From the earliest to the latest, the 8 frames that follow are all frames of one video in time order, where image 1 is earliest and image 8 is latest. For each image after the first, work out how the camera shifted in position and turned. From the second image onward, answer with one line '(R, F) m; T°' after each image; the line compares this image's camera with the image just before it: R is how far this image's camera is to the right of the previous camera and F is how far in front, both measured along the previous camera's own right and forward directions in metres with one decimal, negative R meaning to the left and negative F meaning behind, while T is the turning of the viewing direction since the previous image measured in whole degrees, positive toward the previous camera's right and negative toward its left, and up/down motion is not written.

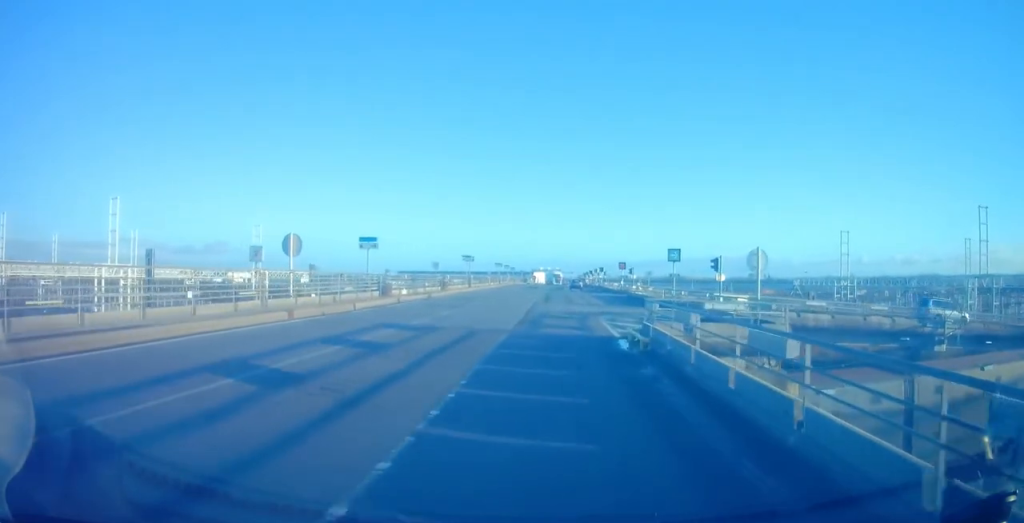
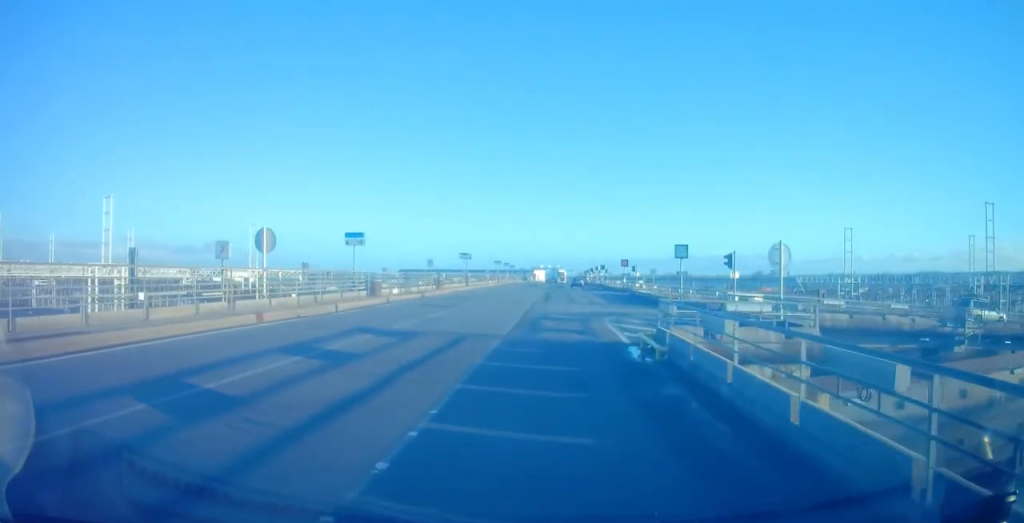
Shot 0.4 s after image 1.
(0.0, +2.0) m; 0°
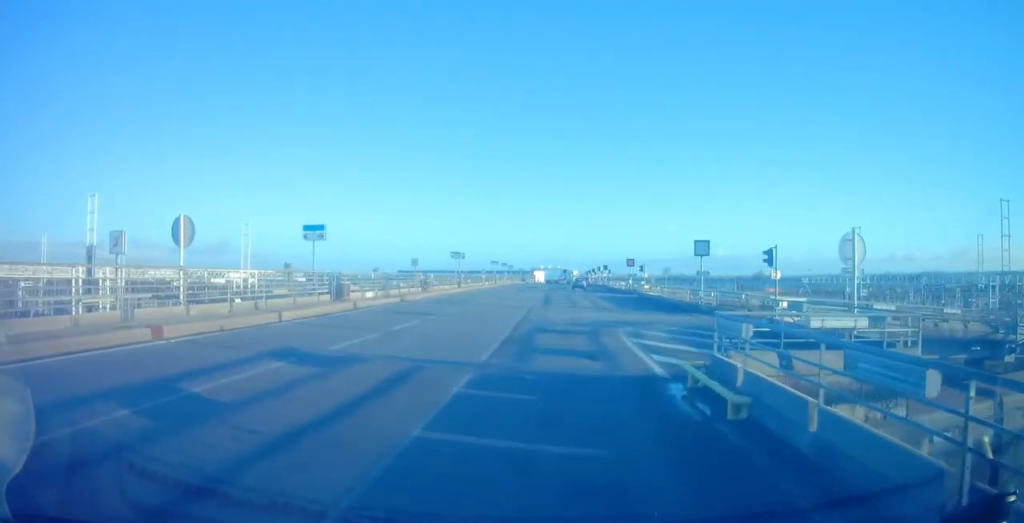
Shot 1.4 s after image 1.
(0.0, +4.7) m; 0°
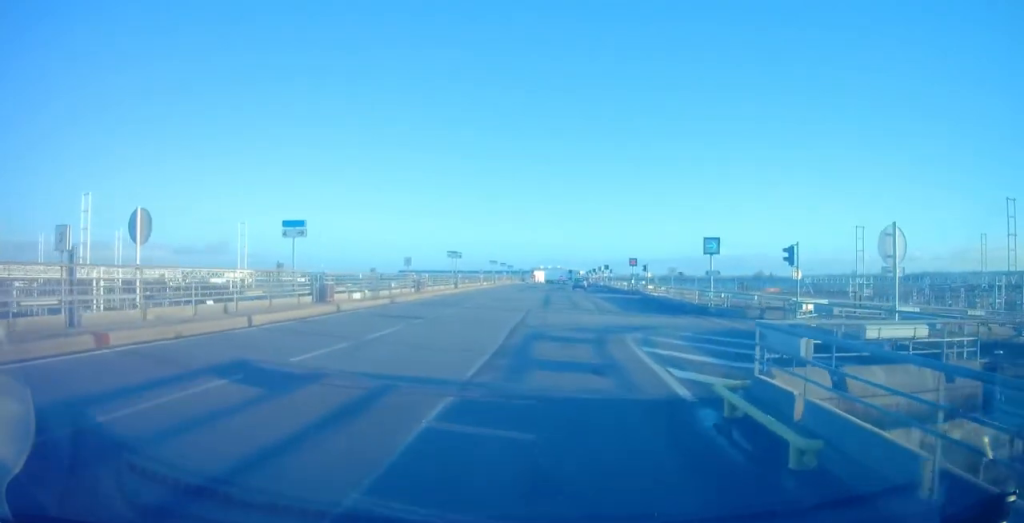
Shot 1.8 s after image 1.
(0.0, +1.9) m; 0°
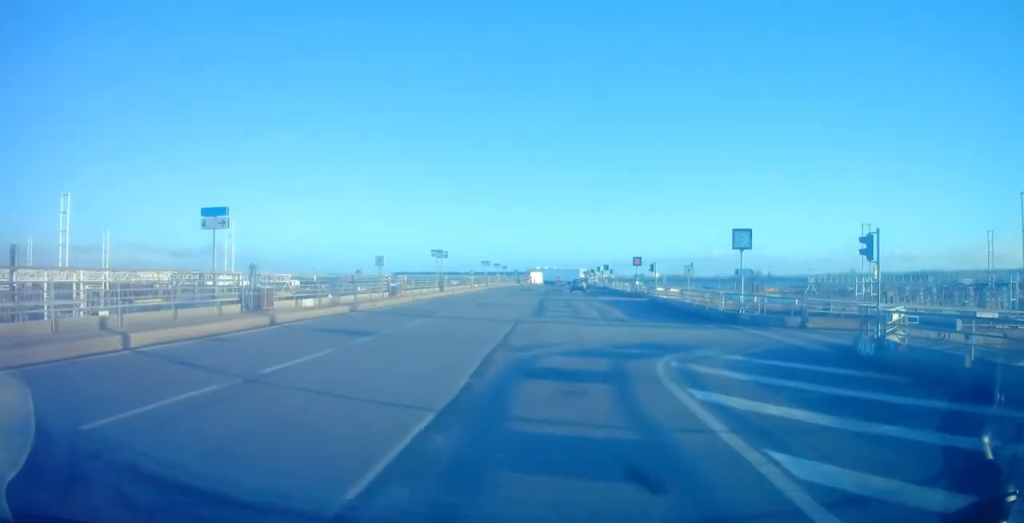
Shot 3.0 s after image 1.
(0.0, +5.4) m; +2°
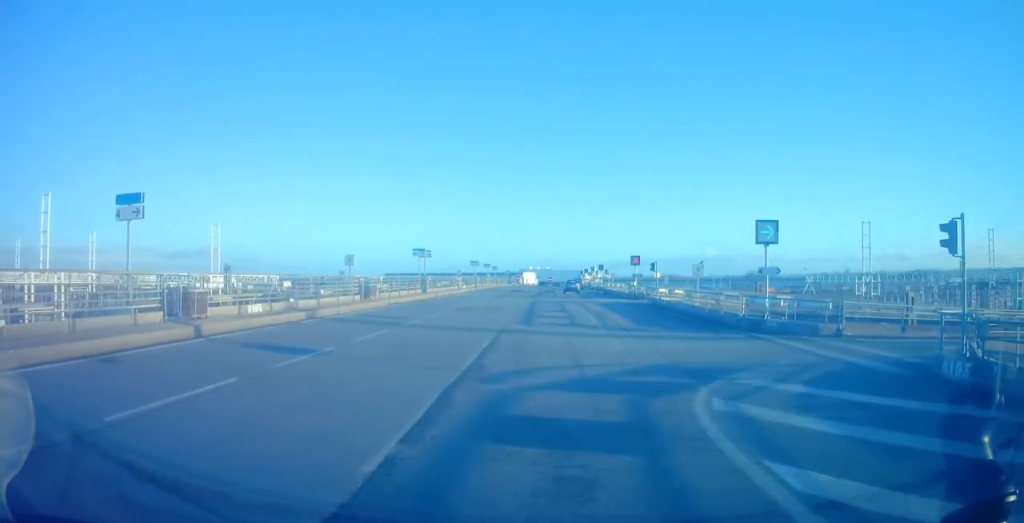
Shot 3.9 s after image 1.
(+0.1, +3.8) m; +2°
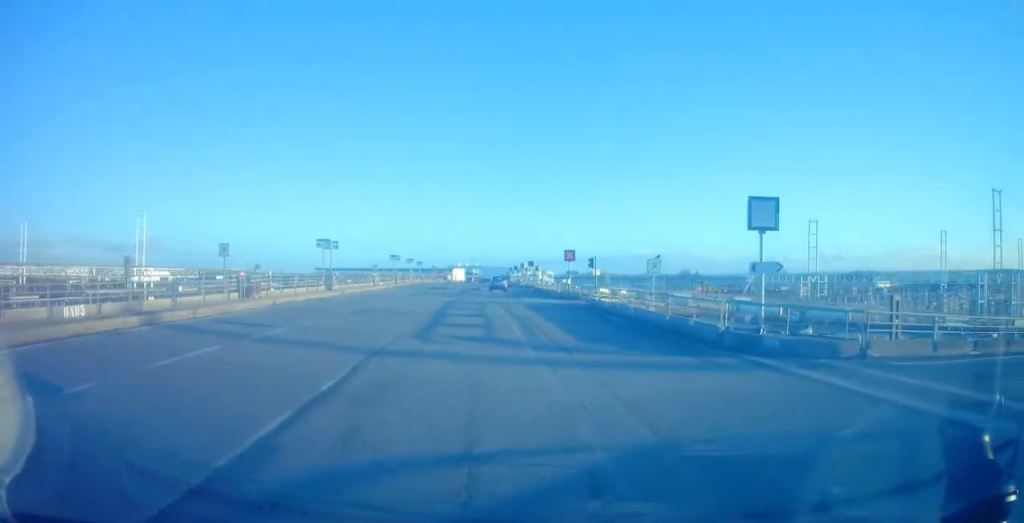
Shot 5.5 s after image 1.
(+0.2, +6.0) m; +7°
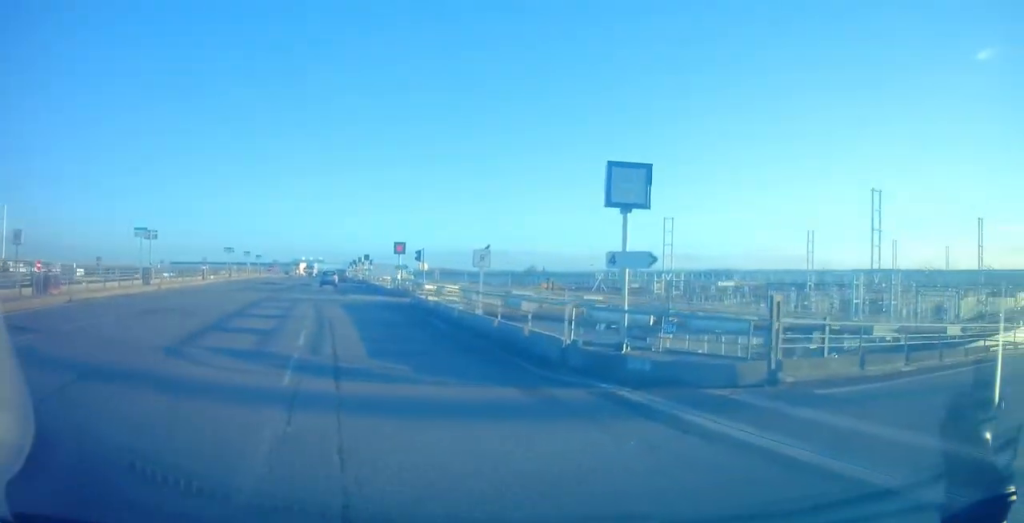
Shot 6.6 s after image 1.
(+0.3, +4.0) m; +17°
